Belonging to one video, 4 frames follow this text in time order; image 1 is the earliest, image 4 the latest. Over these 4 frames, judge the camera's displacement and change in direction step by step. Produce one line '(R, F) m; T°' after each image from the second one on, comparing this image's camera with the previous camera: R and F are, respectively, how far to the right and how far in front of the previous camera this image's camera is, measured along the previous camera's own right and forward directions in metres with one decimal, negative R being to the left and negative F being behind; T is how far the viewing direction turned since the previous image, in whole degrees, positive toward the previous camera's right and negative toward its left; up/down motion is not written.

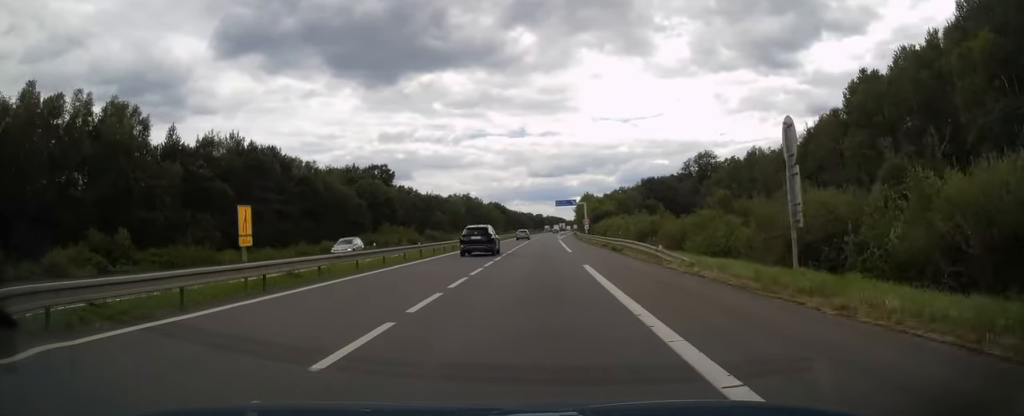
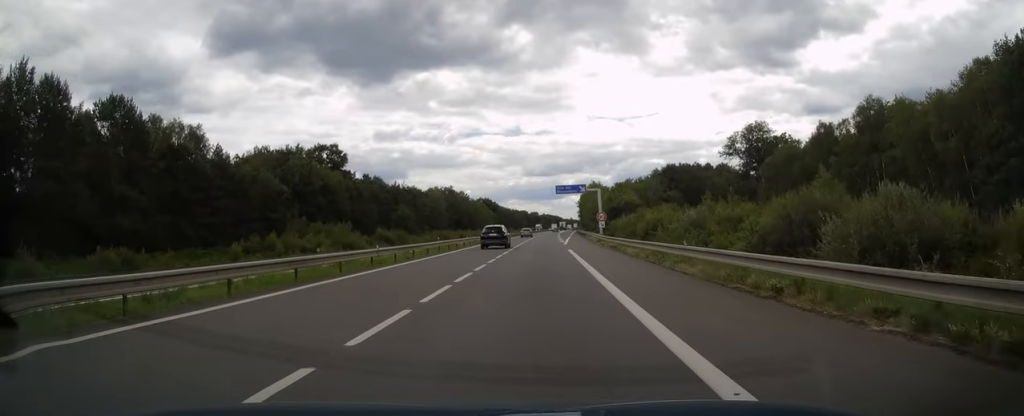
(+0.2, +37.9) m; 0°
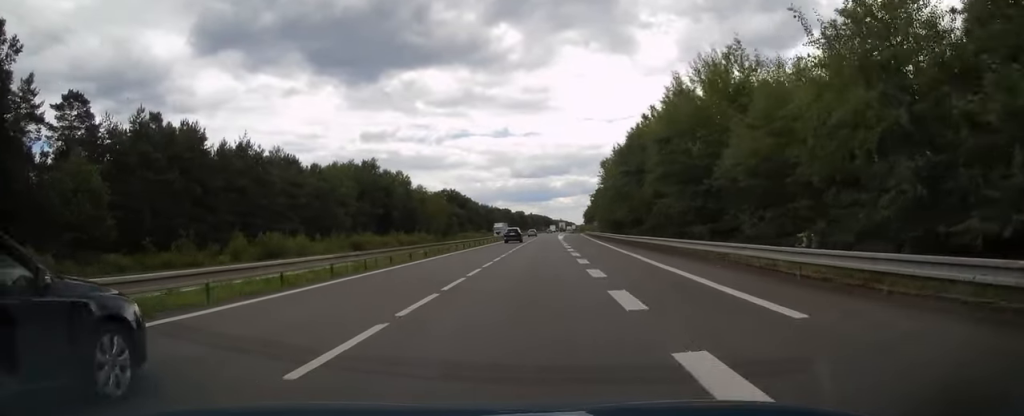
(+1.0, +92.8) m; +1°
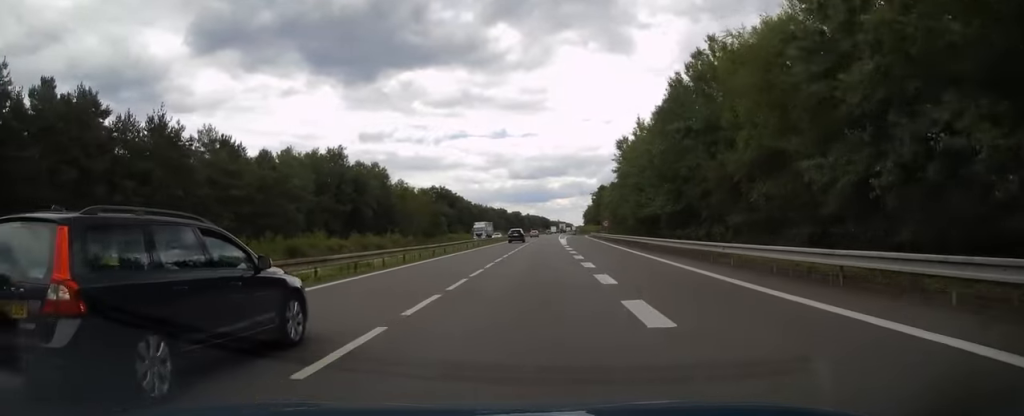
(0.0, +21.6) m; 0°
